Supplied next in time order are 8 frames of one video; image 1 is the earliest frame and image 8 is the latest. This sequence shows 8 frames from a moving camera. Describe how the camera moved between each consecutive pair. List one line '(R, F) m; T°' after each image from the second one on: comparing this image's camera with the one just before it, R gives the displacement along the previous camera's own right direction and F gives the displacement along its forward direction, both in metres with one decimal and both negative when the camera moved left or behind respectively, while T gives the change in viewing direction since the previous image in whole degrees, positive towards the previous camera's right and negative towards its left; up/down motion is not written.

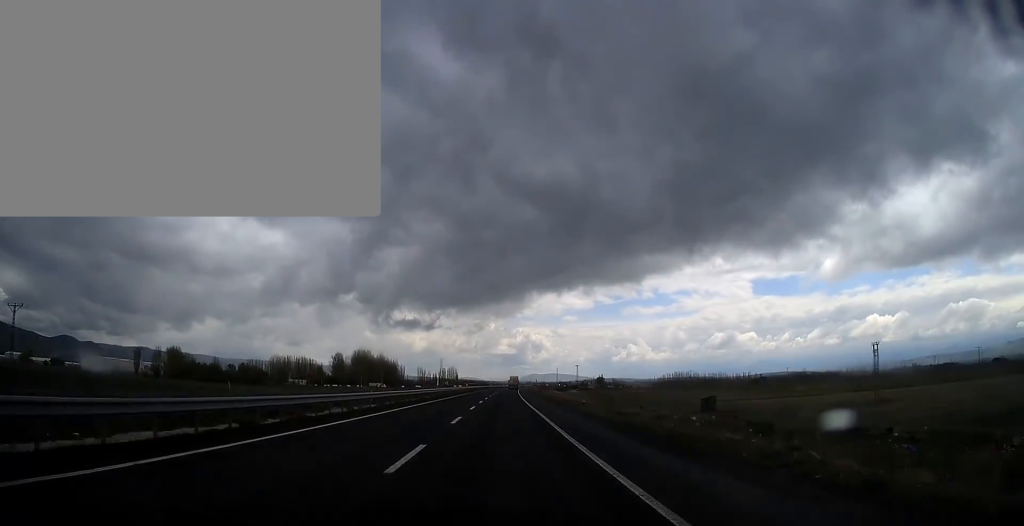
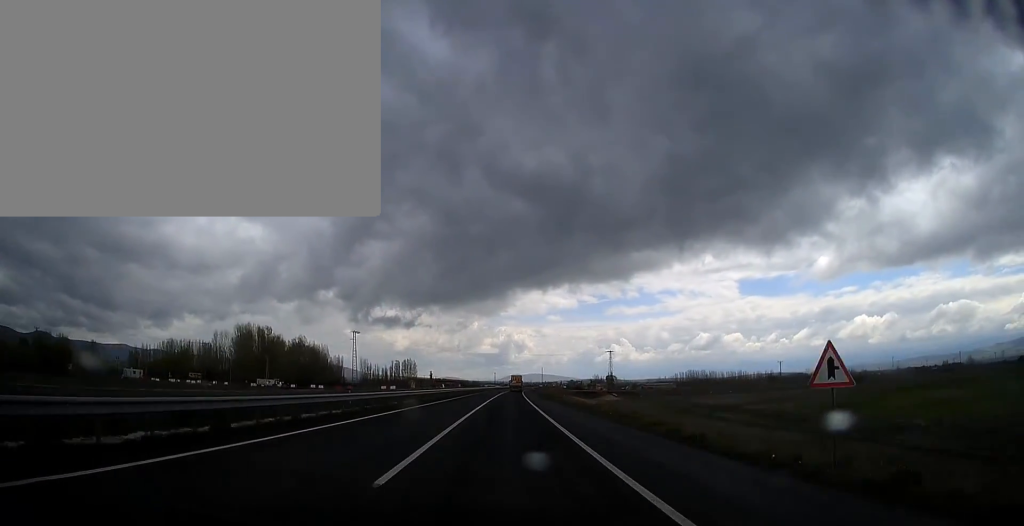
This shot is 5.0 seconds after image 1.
(+1.7, +146.1) m; +2°
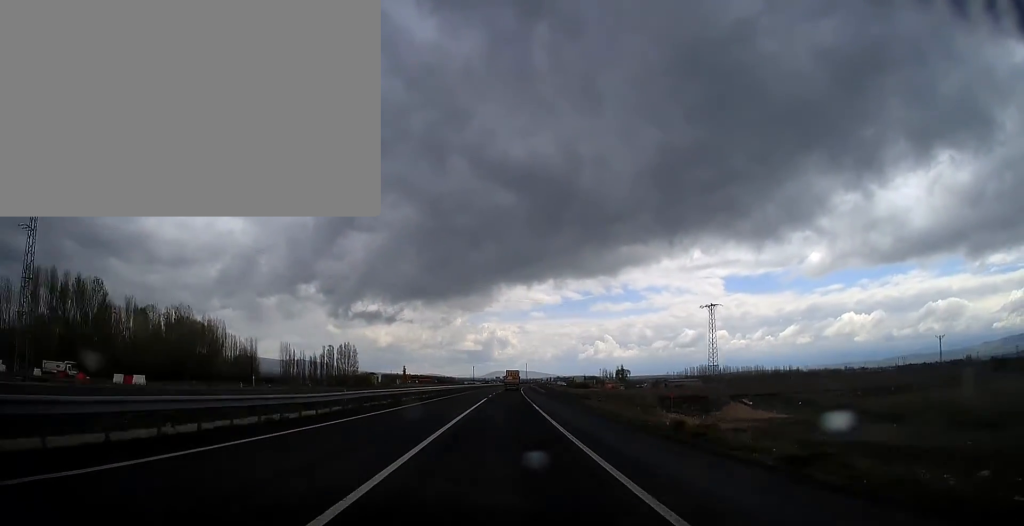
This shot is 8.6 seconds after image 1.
(+1.4, +105.1) m; +1°
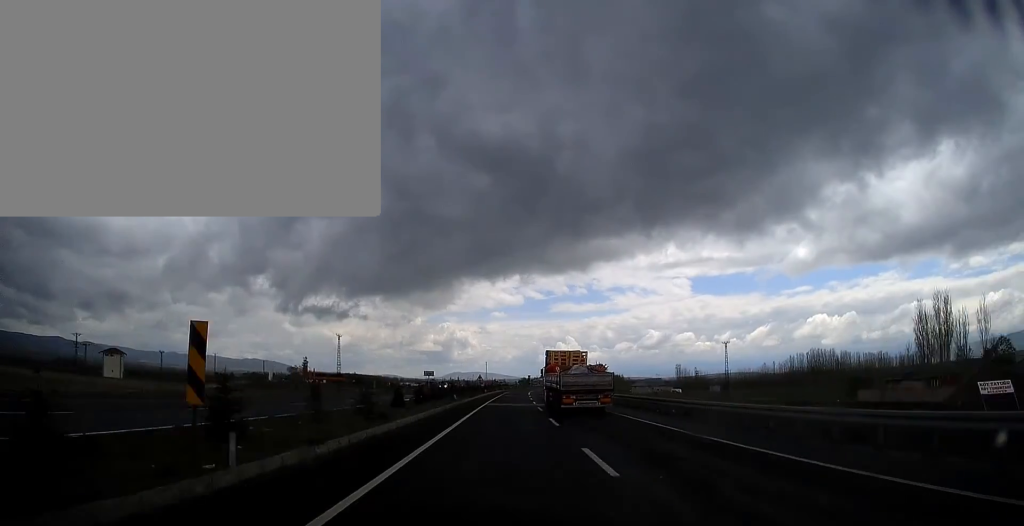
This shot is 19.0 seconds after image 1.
(+11.9, +303.3) m; +4°
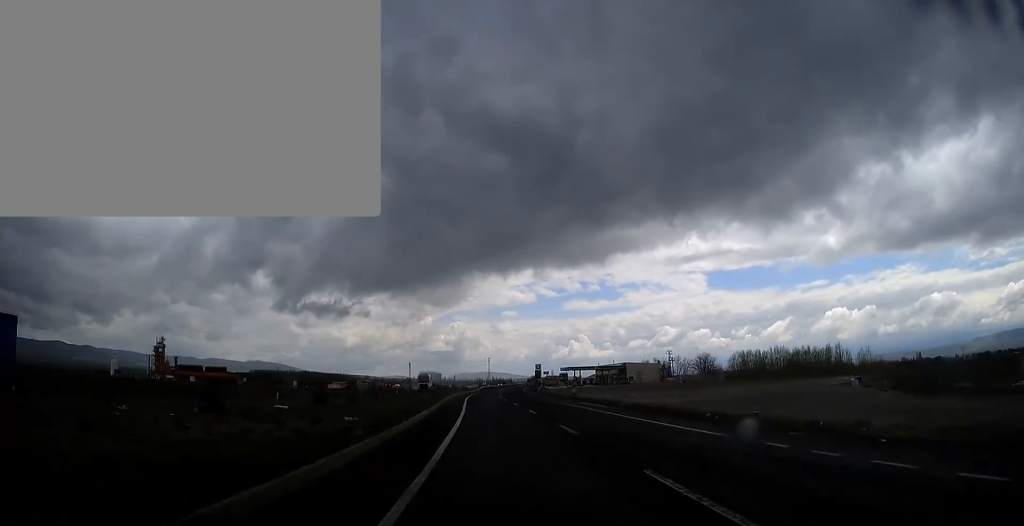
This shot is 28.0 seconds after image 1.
(+5.1, +262.6) m; +1°
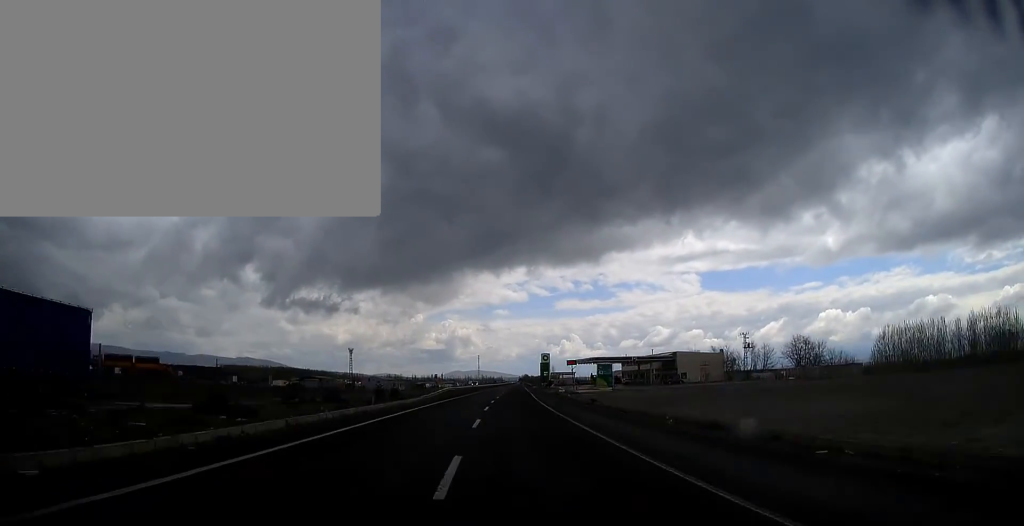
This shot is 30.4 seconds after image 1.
(-1.1, +70.2) m; 0°
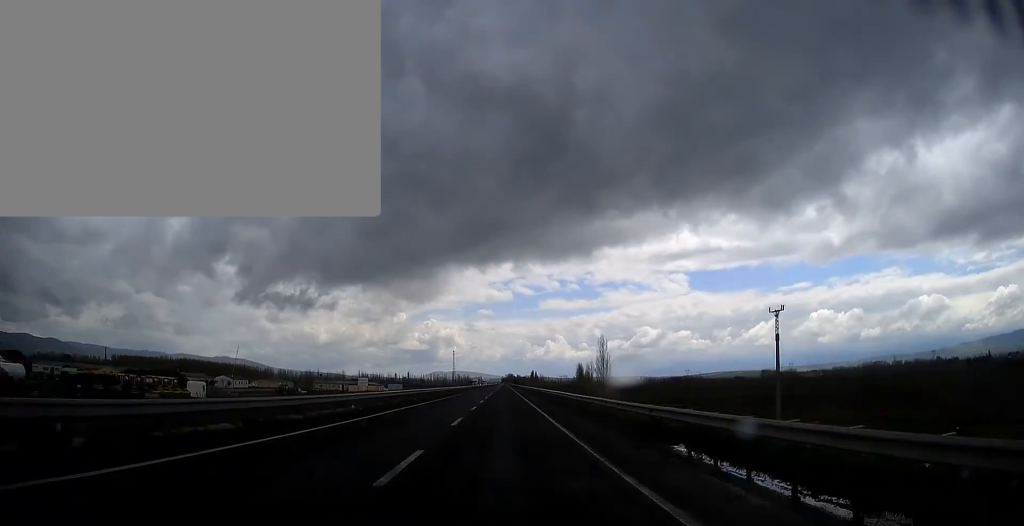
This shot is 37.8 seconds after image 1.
(-0.6, +216.1) m; 0°
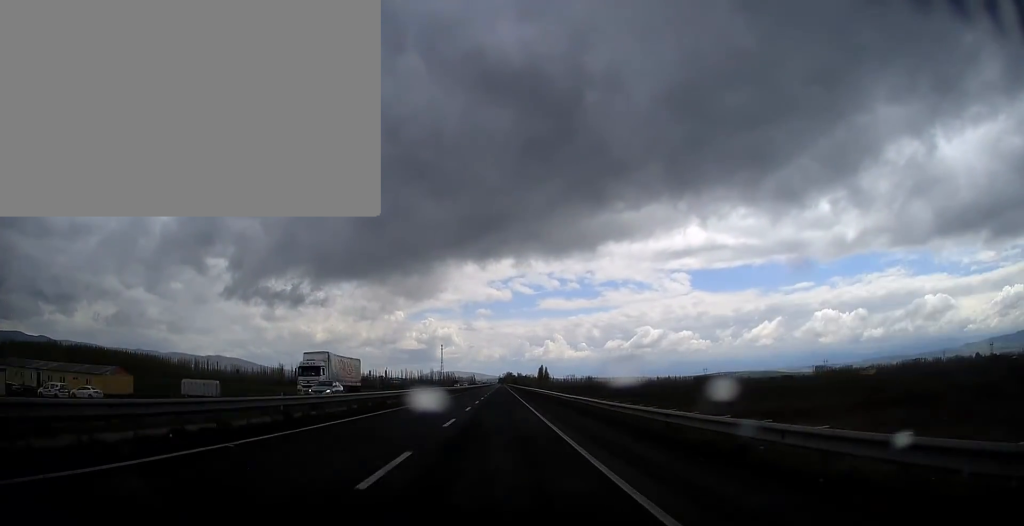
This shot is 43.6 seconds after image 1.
(+0.4, +169.4) m; 0°
